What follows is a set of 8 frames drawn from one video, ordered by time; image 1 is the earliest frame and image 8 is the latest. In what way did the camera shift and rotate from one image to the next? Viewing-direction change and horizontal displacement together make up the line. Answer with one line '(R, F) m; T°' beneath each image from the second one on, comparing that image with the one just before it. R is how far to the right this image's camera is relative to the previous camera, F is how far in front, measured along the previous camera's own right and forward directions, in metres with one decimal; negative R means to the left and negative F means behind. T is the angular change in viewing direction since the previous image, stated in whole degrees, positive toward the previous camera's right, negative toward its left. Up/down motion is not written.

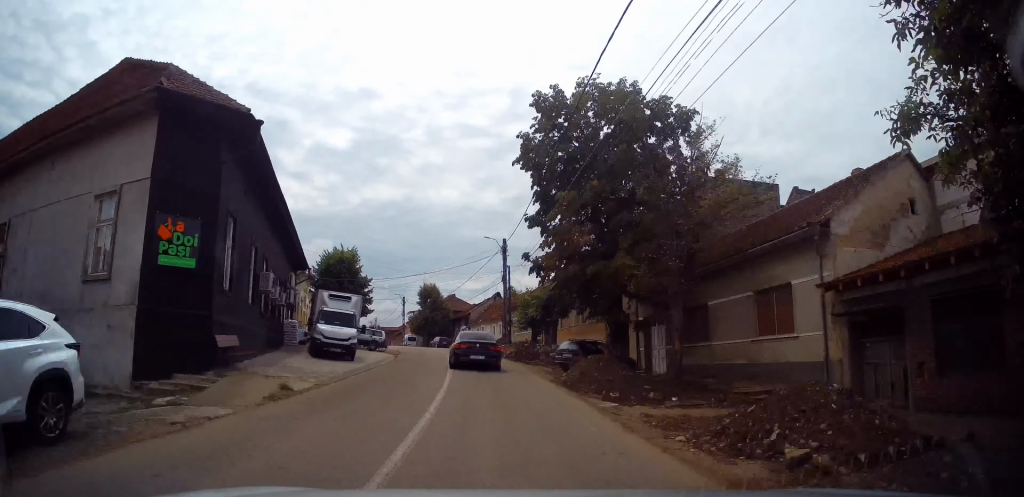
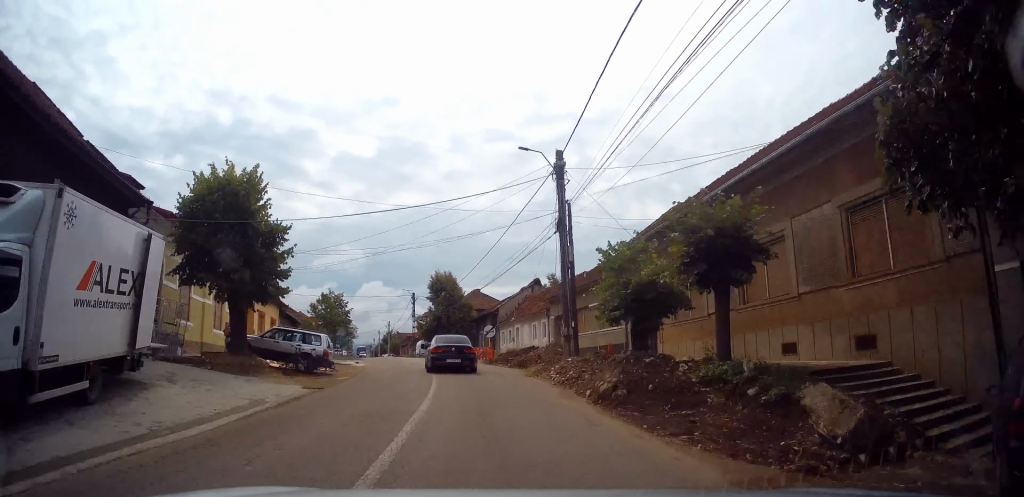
(-0.2, +20.7) m; -3°
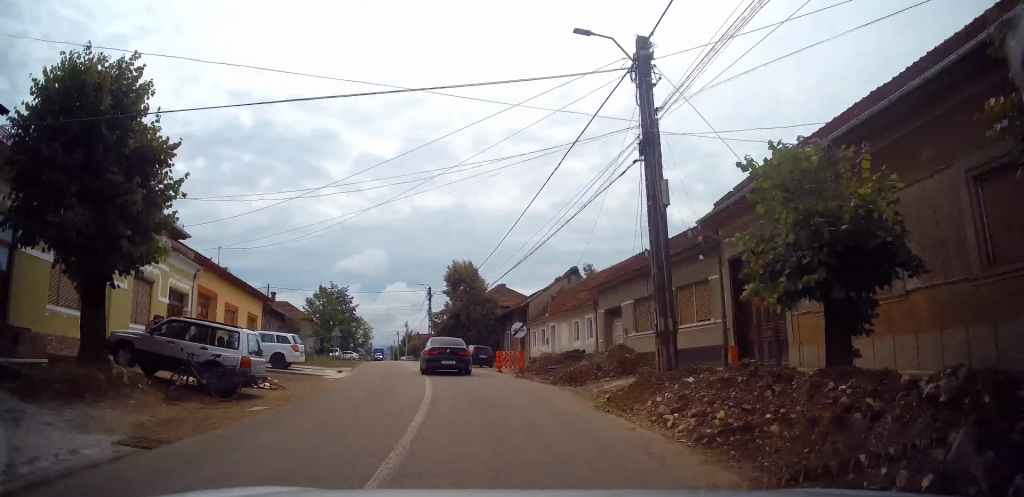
(0.0, +8.9) m; -2°
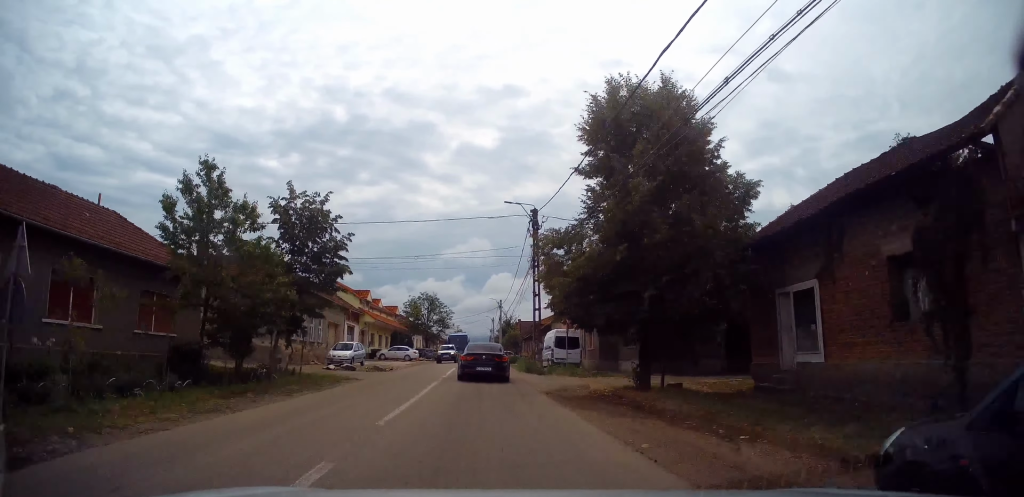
(-3.9, +34.5) m; -11°
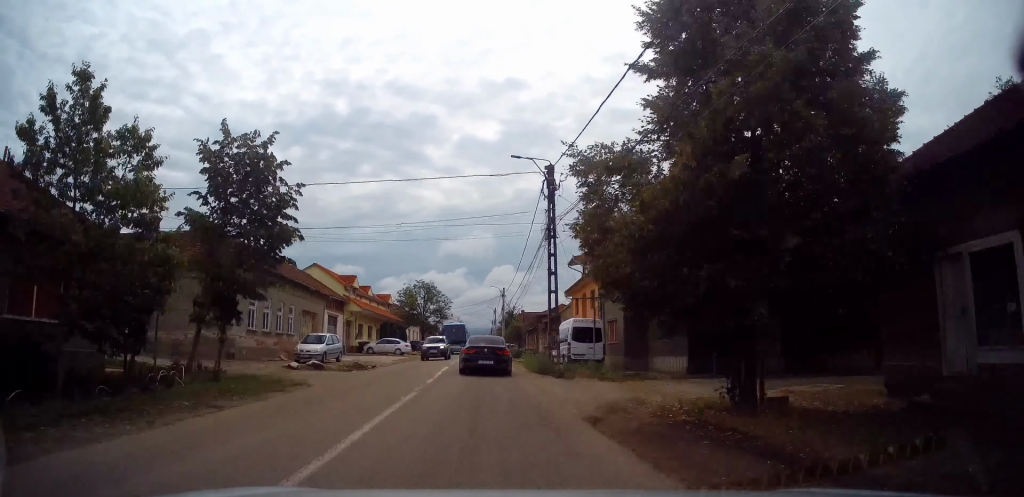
(-0.1, +6.3) m; -1°
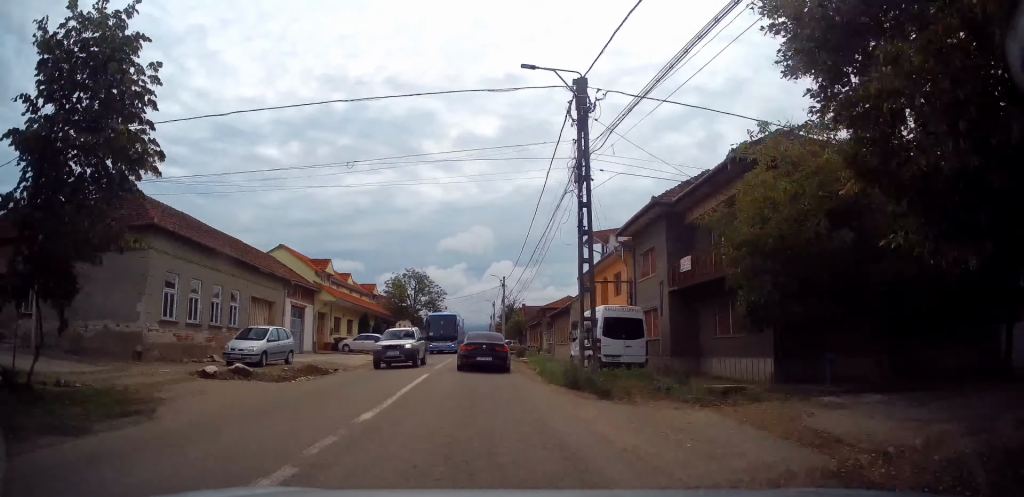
(-0.1, +7.7) m; 0°
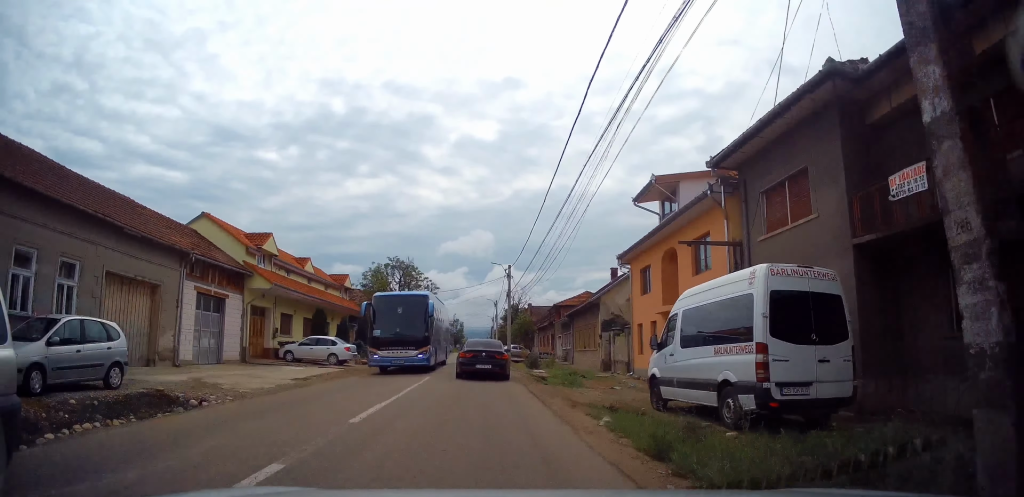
(0.0, +12.1) m; 0°
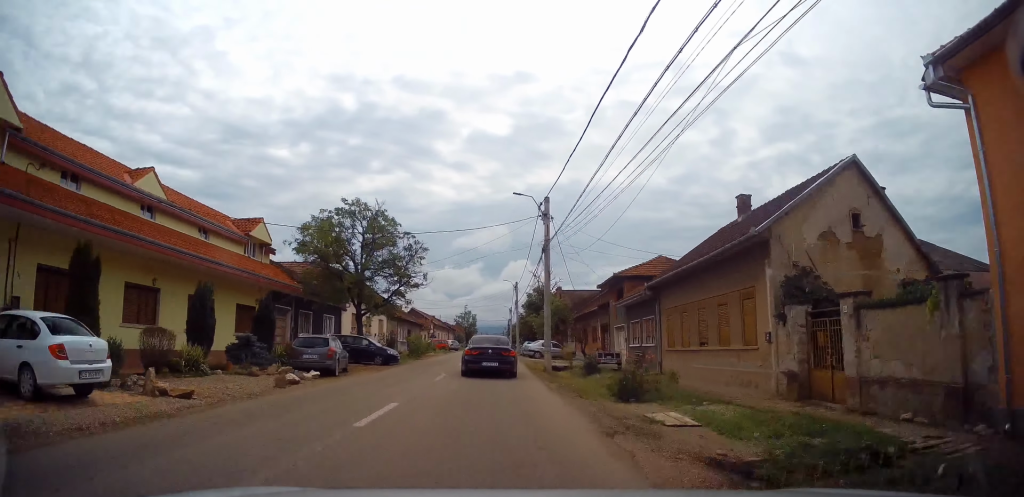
(-0.1, +20.7) m; -1°
